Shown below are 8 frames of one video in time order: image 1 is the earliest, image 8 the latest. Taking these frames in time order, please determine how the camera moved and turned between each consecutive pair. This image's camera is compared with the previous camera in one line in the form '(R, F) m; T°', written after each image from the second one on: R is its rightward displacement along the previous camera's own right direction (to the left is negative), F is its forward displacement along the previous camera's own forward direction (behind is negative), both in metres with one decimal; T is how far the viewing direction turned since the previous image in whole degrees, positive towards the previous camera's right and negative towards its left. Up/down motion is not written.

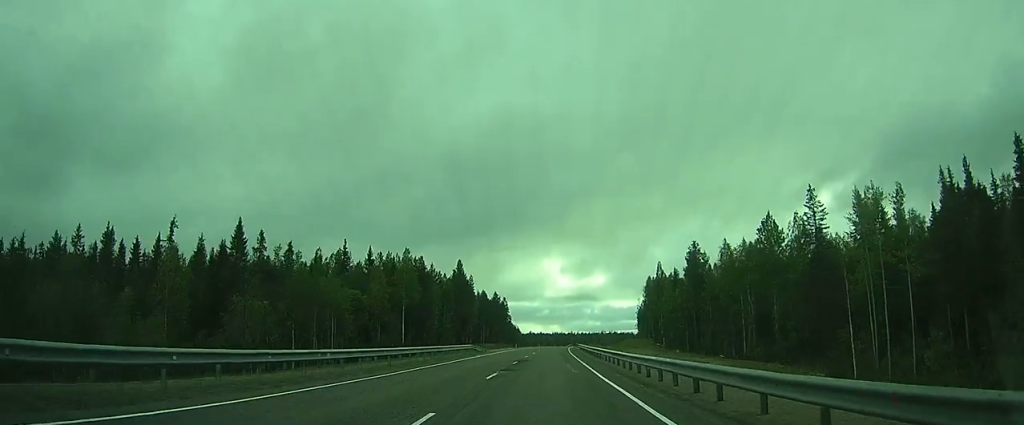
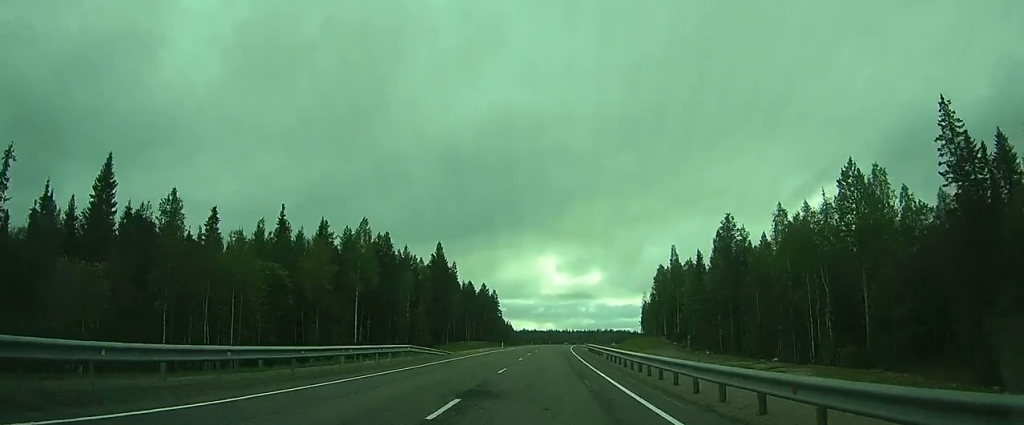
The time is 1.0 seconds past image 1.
(+0.2, +22.3) m; +2°
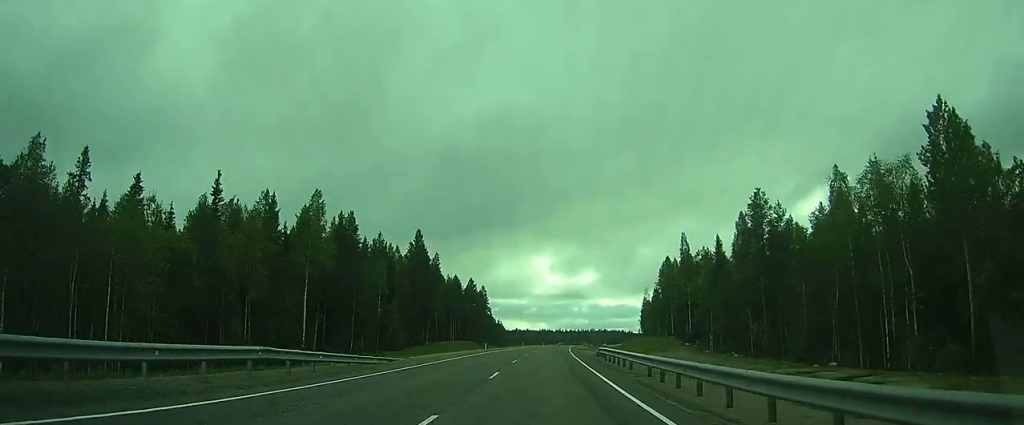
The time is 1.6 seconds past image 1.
(+0.3, +14.6) m; +2°
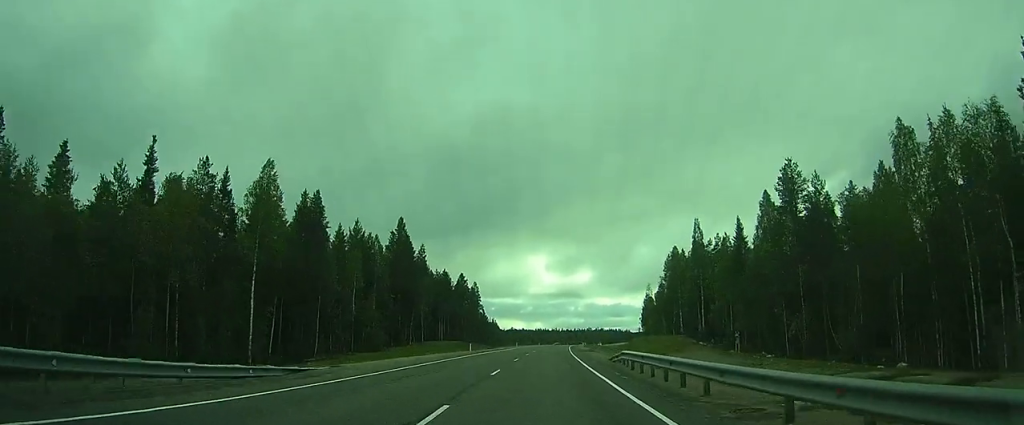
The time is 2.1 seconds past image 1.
(+0.1, +10.8) m; +1°
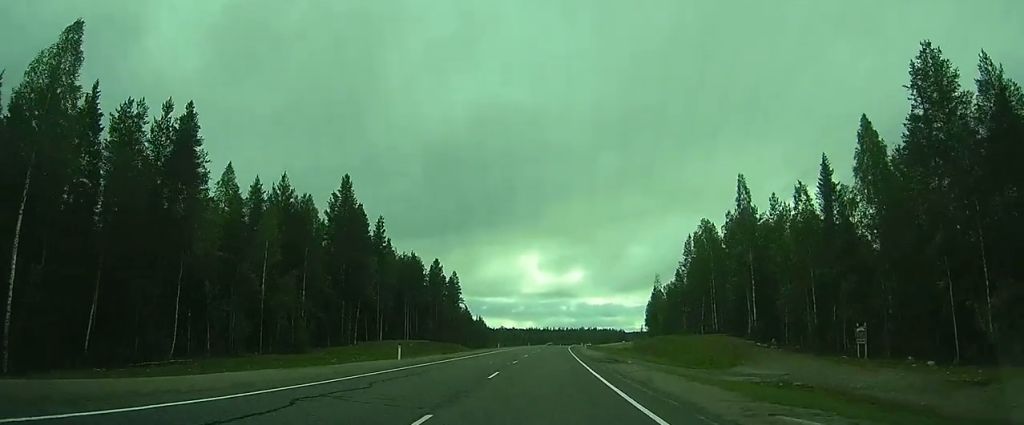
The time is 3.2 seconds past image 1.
(+0.3, +25.6) m; 0°
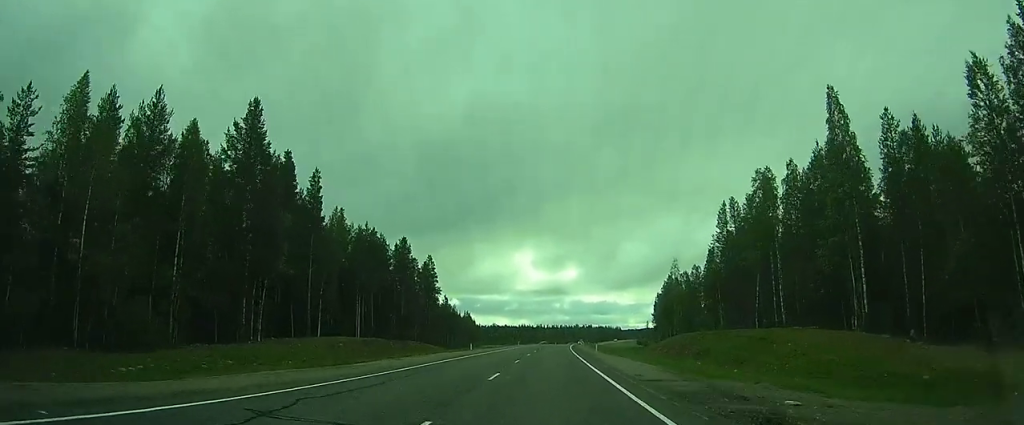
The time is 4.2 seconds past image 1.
(-0.1, +25.0) m; 0°
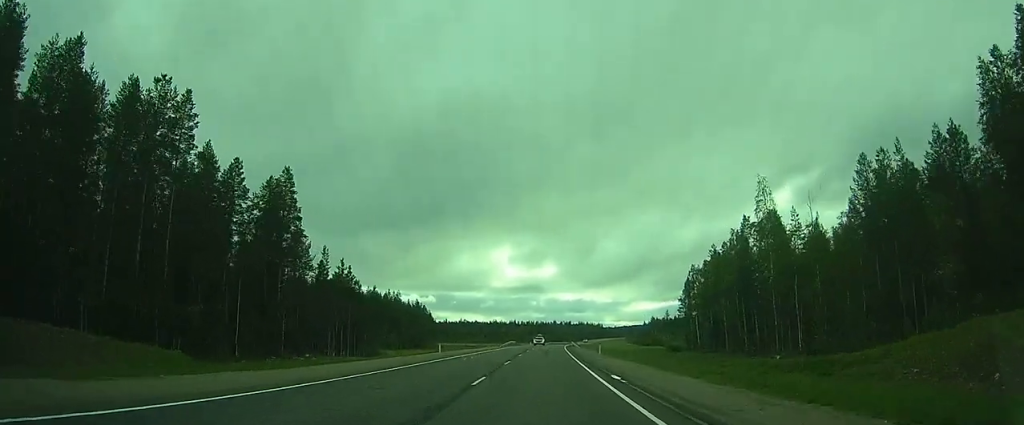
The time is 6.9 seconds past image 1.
(+0.8, +63.7) m; +2°
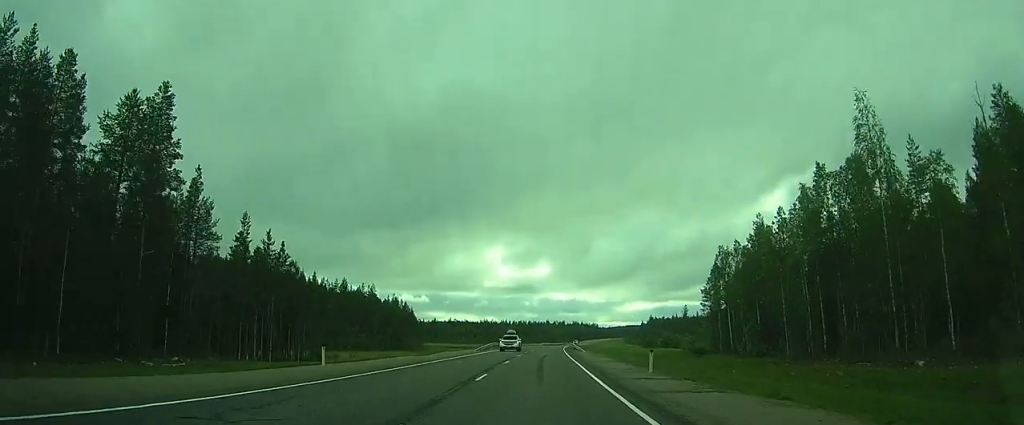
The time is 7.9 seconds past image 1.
(+0.2, +22.8) m; 0°
